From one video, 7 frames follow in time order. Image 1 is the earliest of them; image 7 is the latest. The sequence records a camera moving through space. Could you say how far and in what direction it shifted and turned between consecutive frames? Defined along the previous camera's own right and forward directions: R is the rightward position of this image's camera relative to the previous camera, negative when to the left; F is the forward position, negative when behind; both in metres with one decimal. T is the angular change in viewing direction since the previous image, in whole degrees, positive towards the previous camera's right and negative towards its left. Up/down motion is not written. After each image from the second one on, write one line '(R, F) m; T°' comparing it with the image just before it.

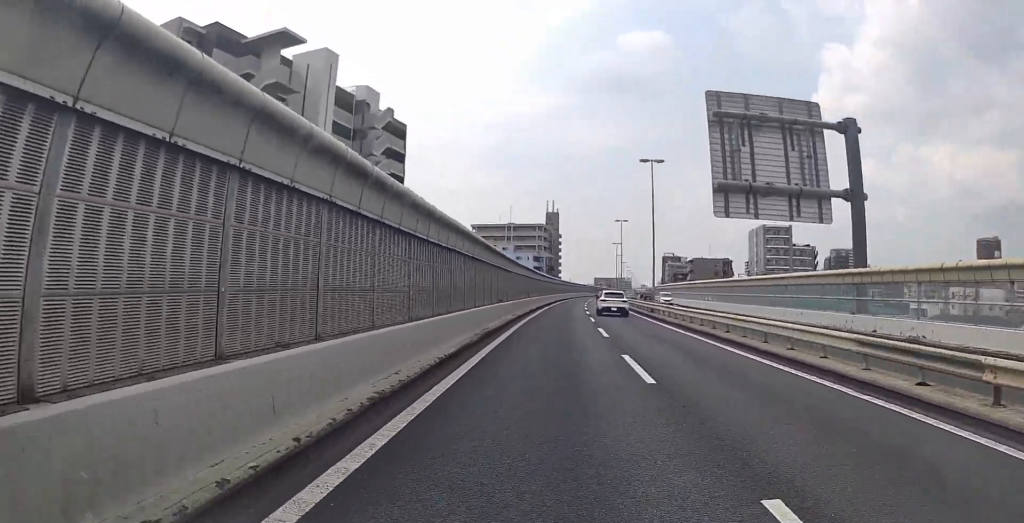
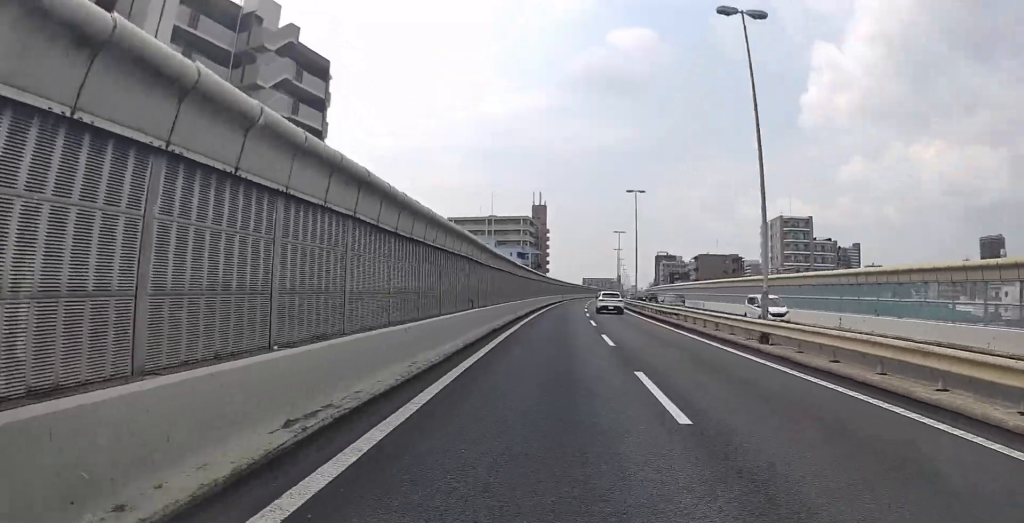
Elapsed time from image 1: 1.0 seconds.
(+0.6, +22.3) m; +3°
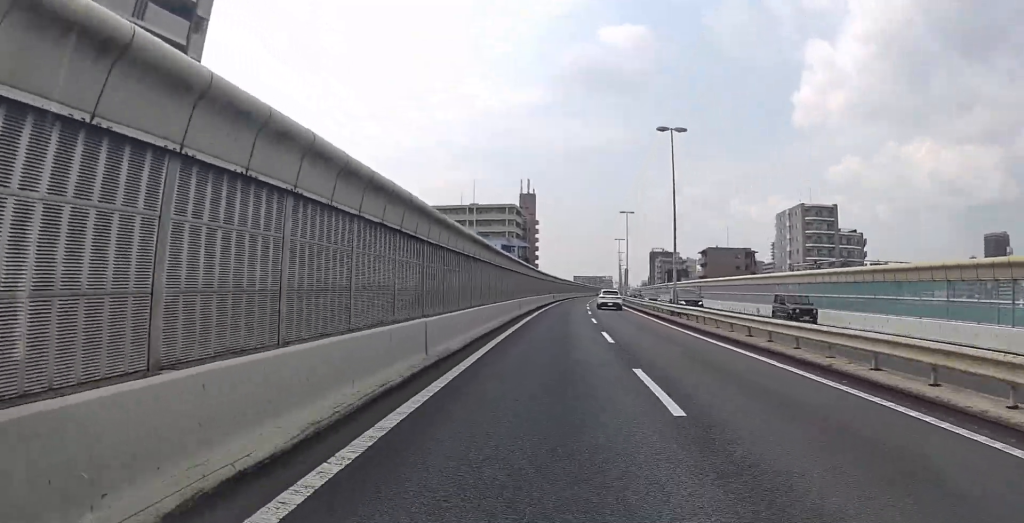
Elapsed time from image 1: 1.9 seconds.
(+0.5, +19.9) m; +2°
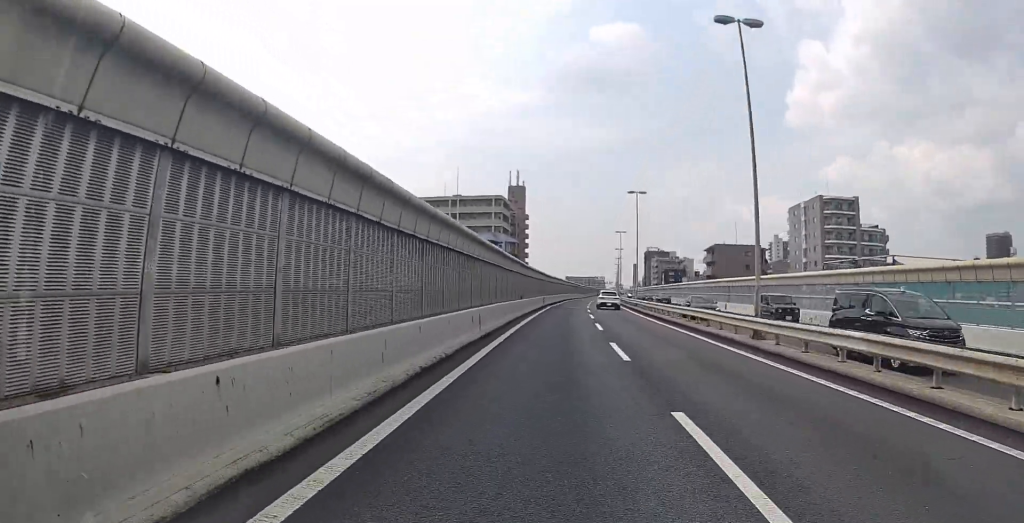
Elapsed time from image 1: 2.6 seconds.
(+0.2, +14.0) m; 0°
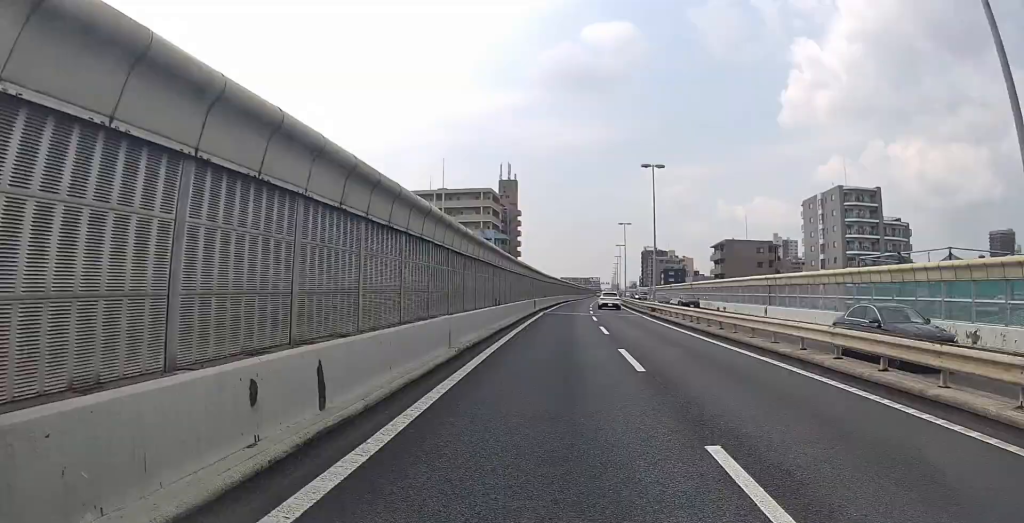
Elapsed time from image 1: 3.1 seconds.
(0.0, +11.8) m; 0°
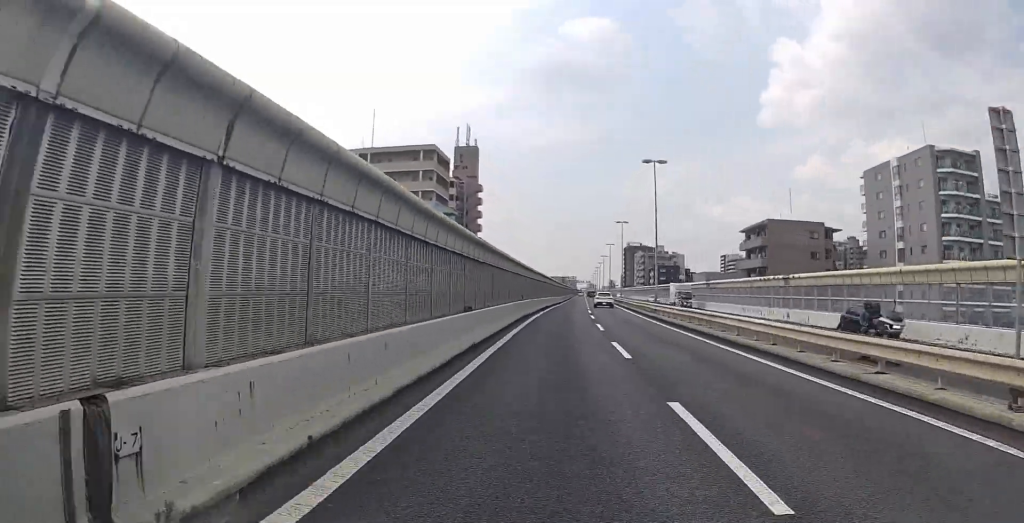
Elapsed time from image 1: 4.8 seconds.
(+0.9, +37.4) m; +2°
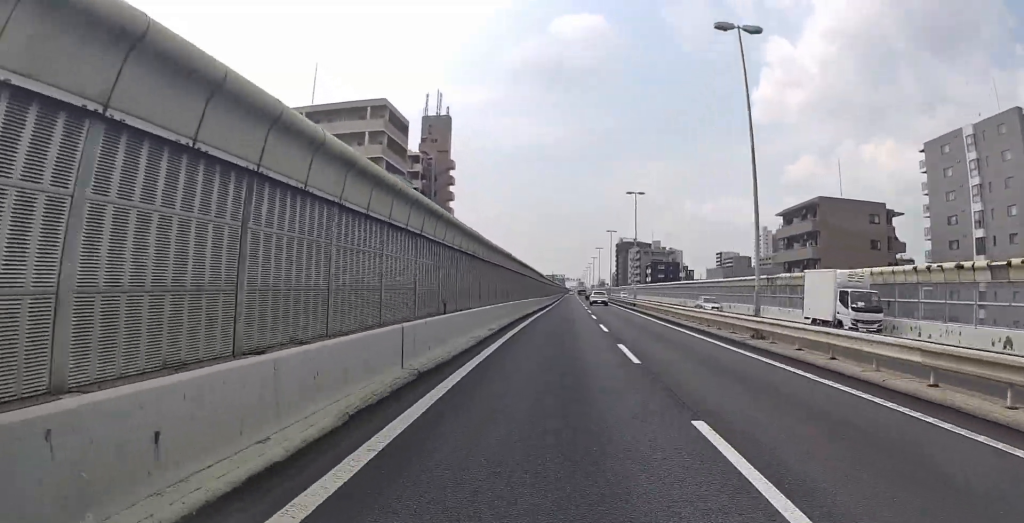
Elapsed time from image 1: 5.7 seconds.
(-0.4, +21.3) m; +1°
